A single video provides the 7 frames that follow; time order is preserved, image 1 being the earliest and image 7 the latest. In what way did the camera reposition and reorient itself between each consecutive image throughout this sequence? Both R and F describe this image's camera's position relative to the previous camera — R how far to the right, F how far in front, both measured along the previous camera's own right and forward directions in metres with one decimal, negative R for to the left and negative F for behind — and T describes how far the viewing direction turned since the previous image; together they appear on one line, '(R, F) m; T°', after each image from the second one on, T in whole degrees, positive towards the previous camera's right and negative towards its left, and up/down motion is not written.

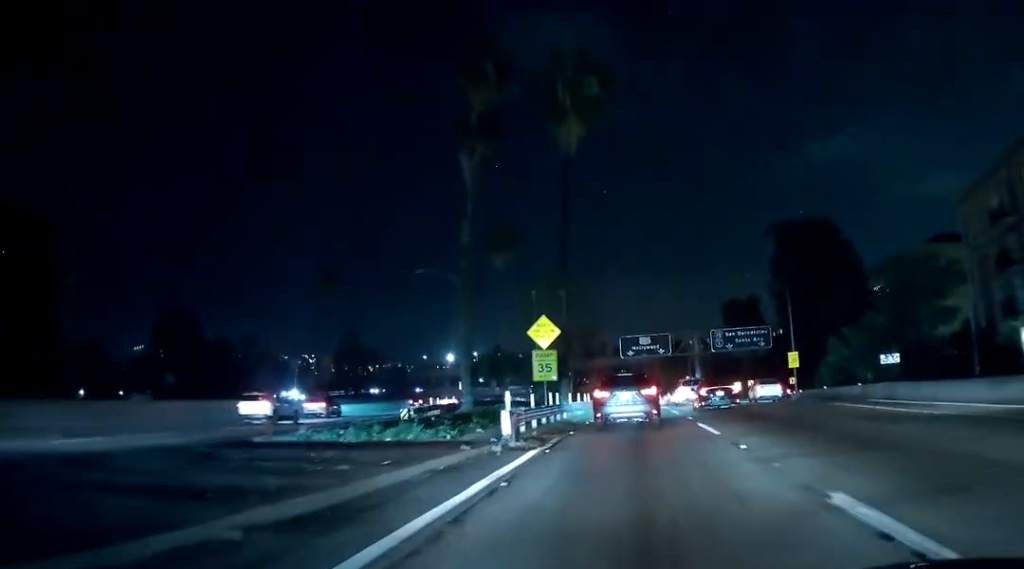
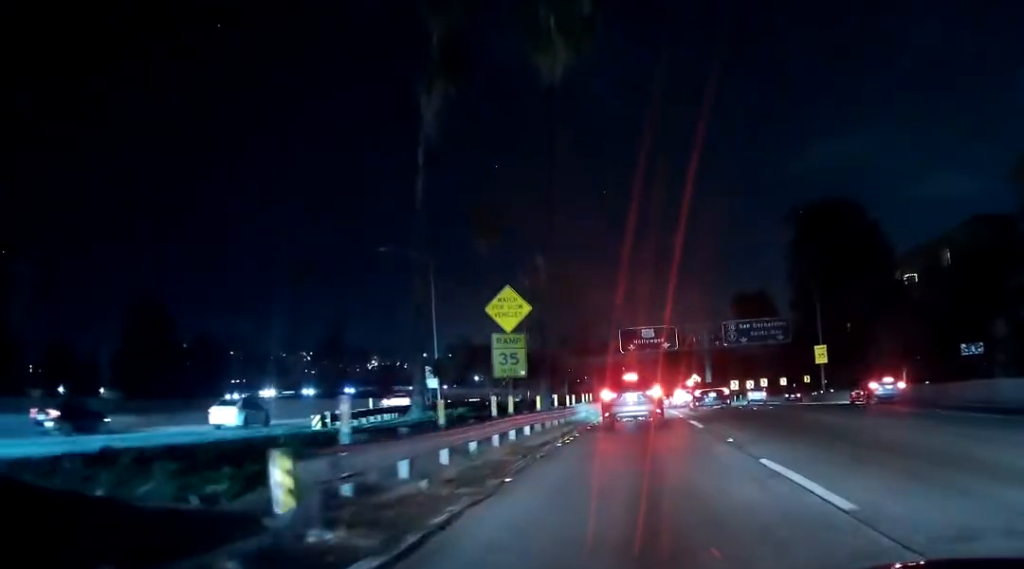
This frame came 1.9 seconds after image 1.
(-0.4, +10.8) m; -4°
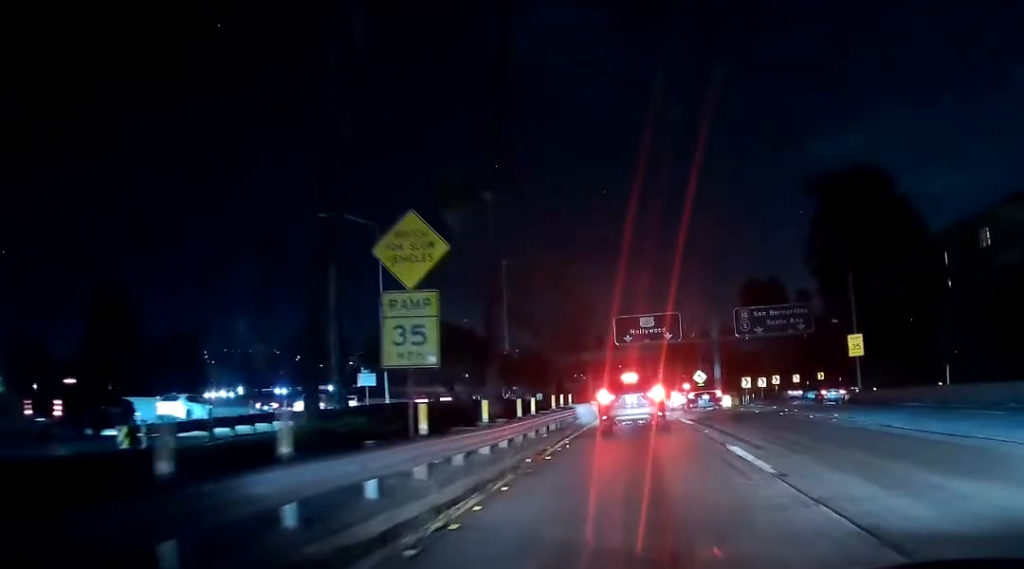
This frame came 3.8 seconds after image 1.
(+0.1, +11.8) m; +4°
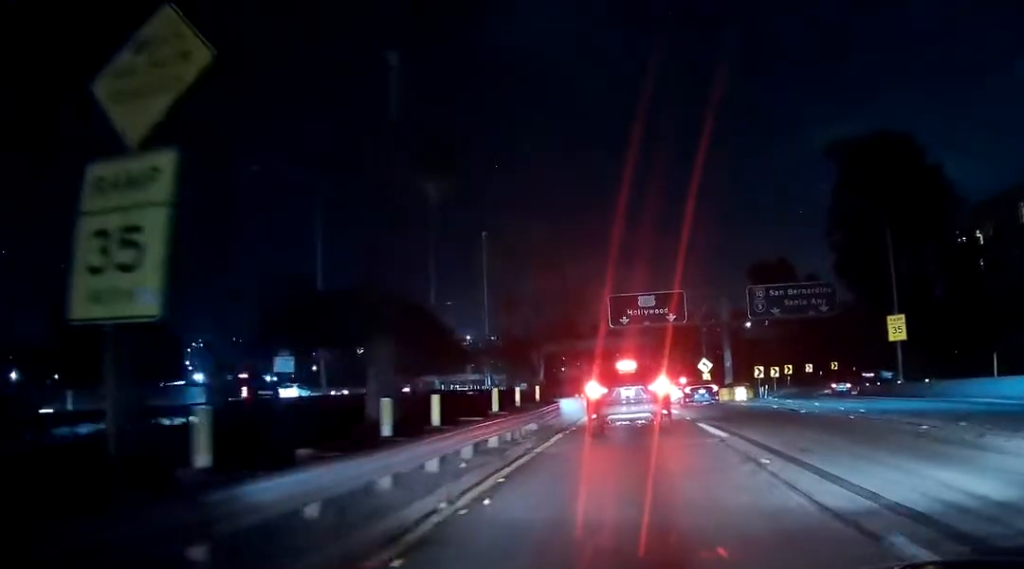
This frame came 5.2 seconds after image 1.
(+0.1, +8.9) m; -4°
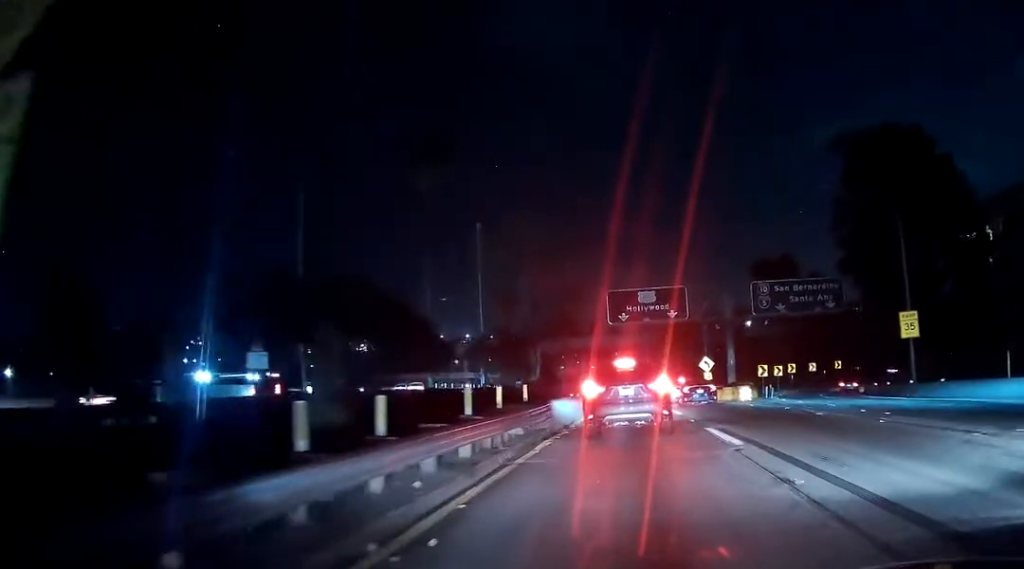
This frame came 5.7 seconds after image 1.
(-0.4, +2.3) m; +1°
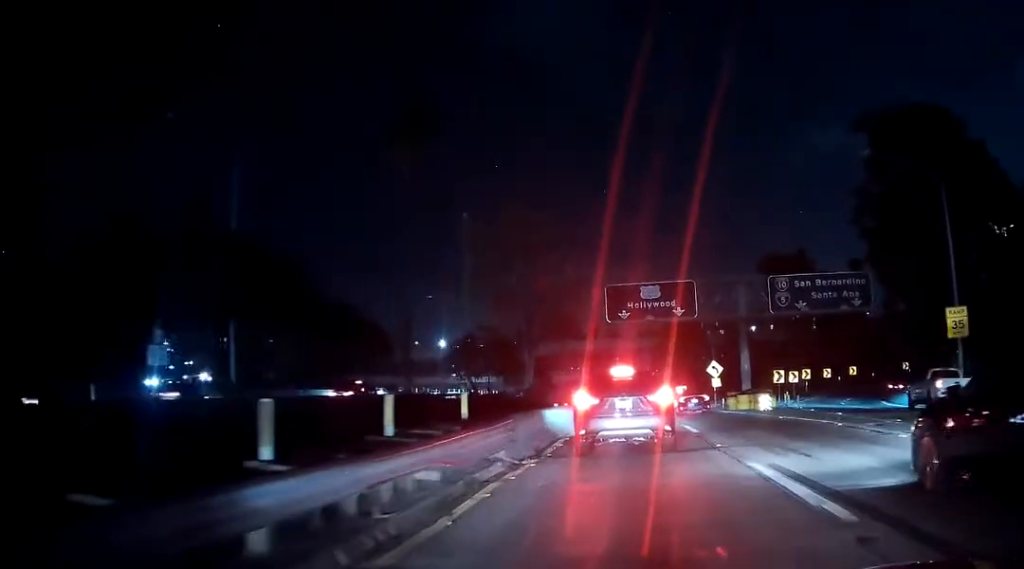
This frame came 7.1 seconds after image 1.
(+0.8, +6.8) m; +7°
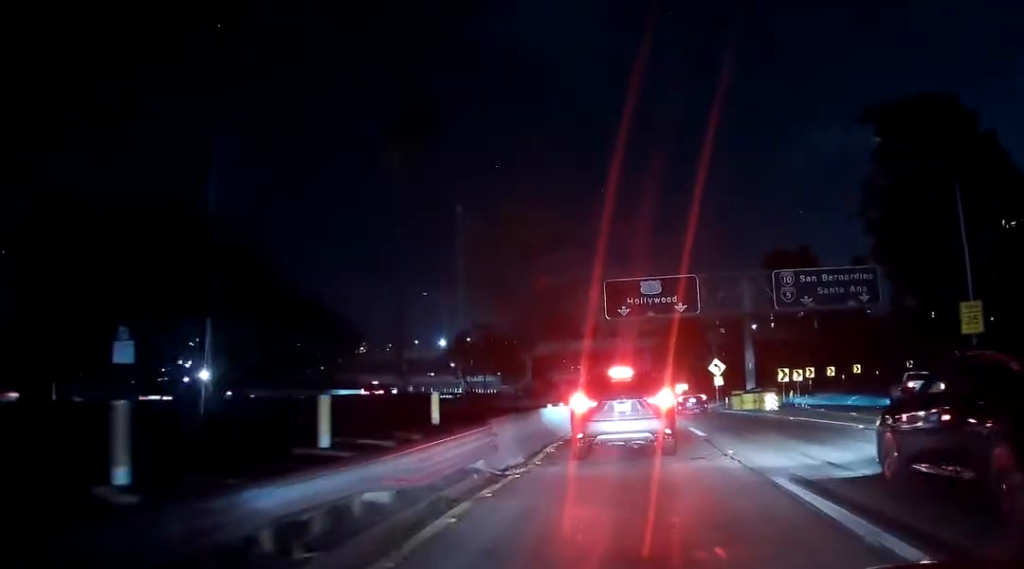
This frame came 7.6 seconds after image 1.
(-0.2, +1.9) m; -3°
